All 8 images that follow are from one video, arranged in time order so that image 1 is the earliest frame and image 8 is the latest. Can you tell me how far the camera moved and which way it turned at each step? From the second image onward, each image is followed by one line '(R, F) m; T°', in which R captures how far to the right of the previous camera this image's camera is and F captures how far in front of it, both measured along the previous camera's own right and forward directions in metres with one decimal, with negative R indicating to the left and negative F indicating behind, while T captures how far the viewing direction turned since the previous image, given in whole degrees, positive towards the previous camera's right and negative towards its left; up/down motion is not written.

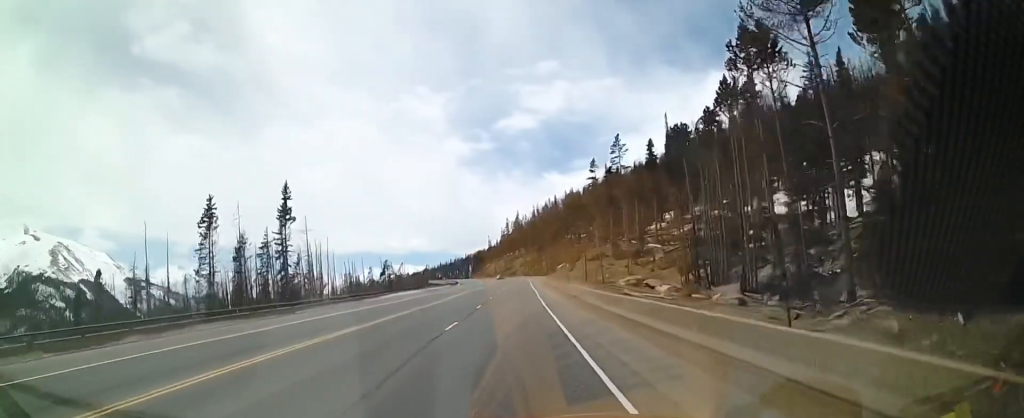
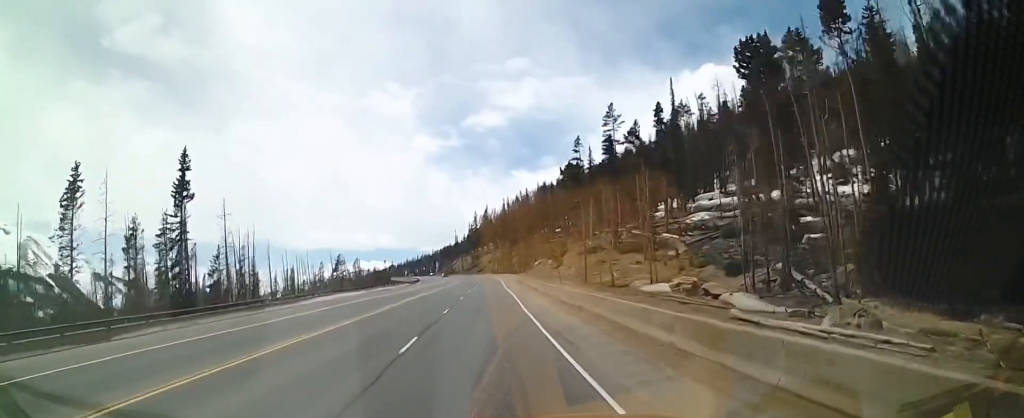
(+0.7, +17.8) m; -1°
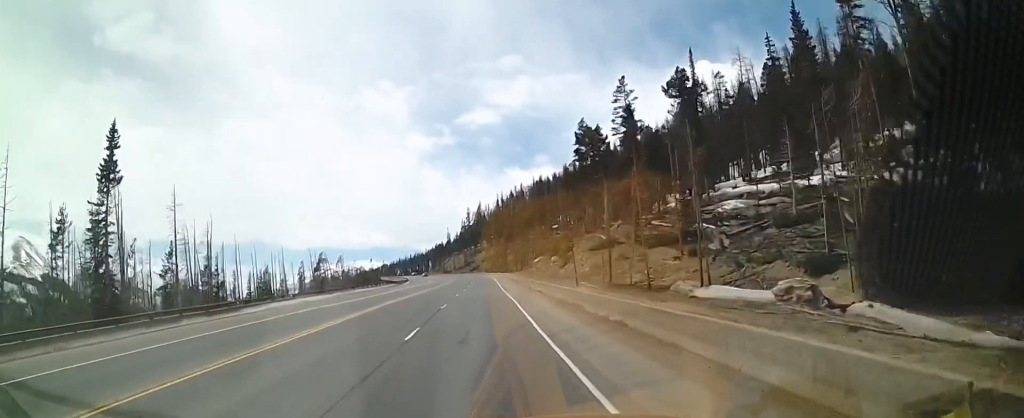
(-0.5, +10.5) m; -2°
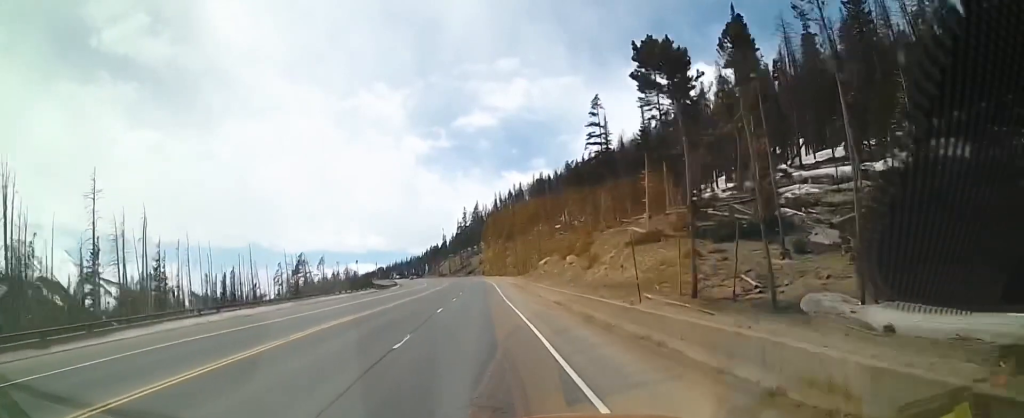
(-0.1, +13.8) m; -3°
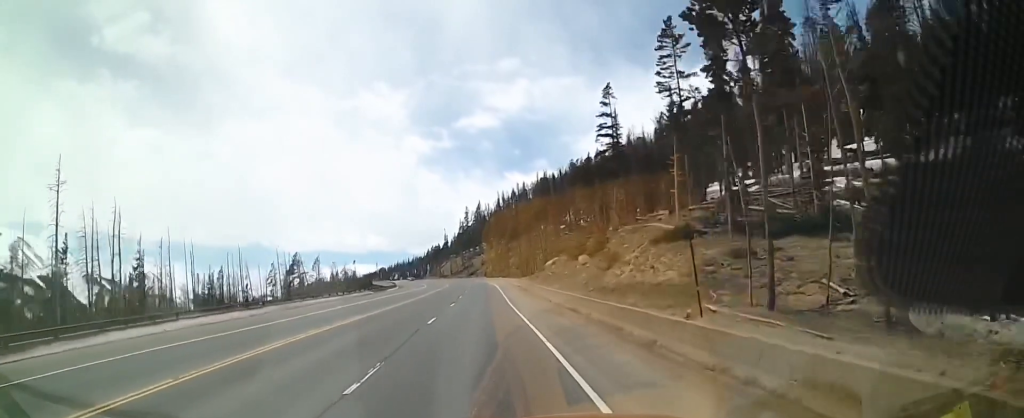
(-0.3, +5.2) m; 0°
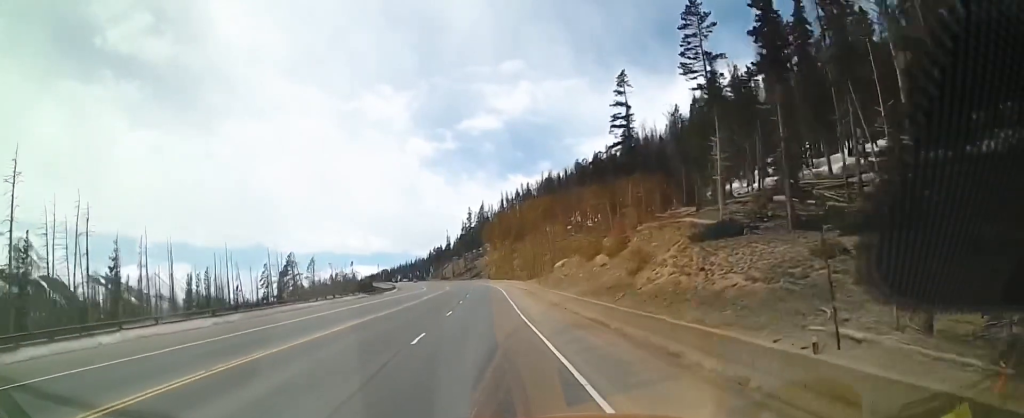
(-0.2, +5.6) m; 0°
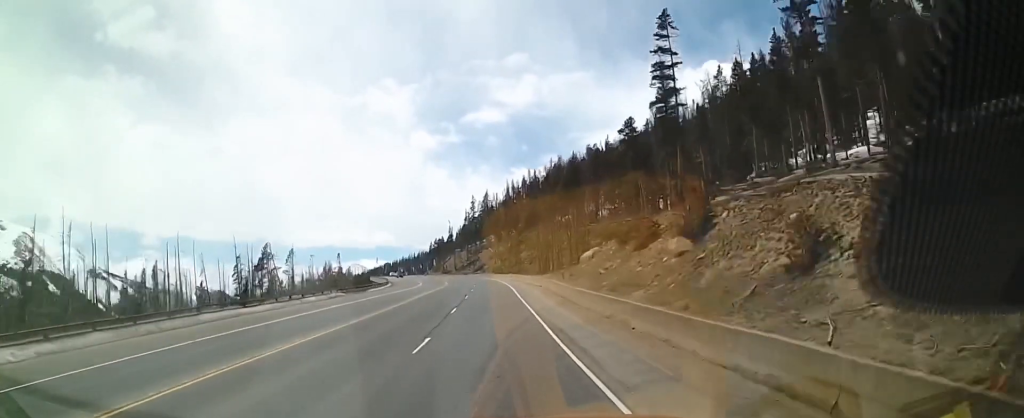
(+0.7, +14.5) m; +3°
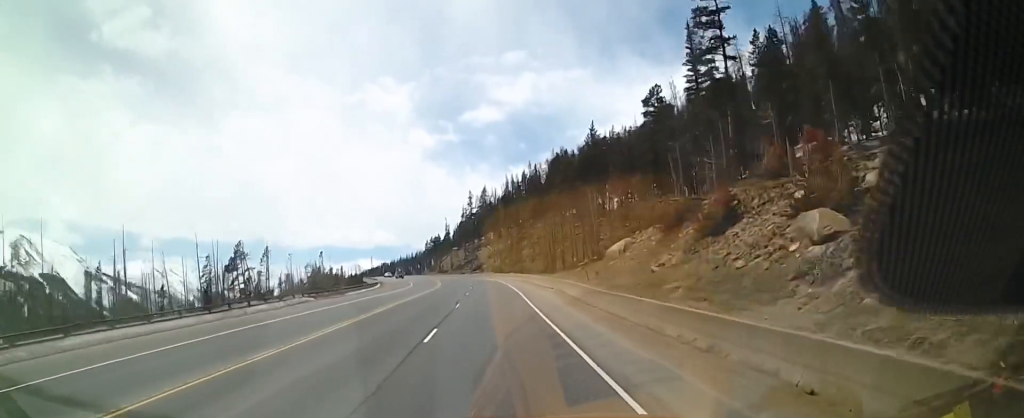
(+0.1, +11.1) m; 0°
